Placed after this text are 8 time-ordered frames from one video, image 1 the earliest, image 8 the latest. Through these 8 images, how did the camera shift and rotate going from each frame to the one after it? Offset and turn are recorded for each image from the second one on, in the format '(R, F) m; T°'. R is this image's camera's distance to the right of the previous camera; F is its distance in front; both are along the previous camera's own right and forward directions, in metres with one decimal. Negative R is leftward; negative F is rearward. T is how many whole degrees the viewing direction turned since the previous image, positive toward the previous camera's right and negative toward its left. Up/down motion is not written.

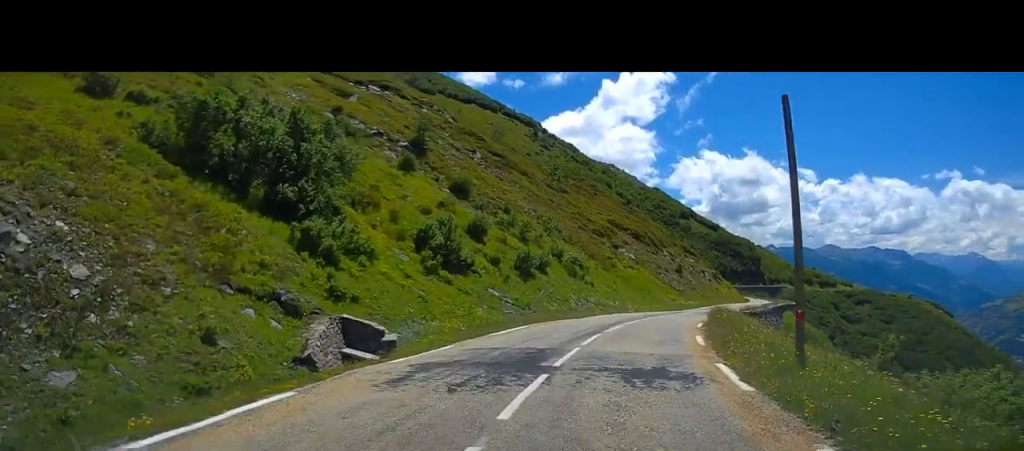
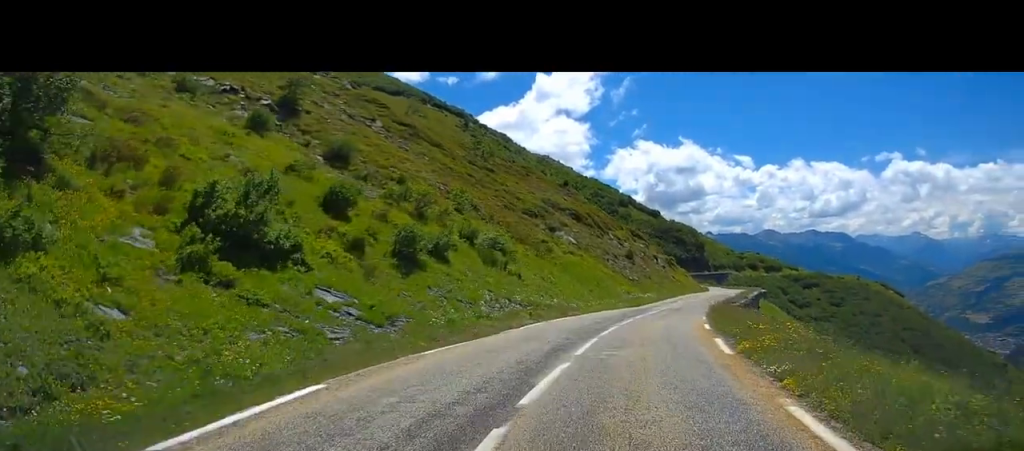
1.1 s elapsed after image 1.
(+0.7, +12.4) m; +6°
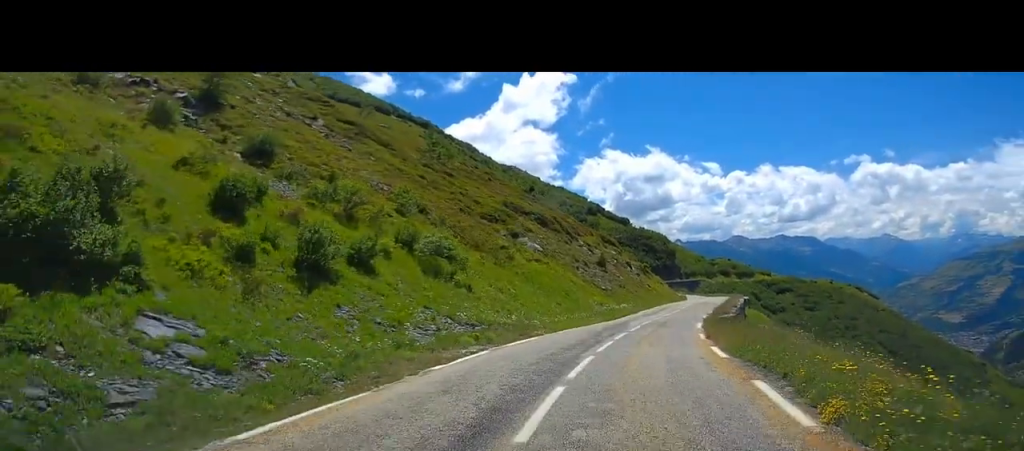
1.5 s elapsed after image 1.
(+0.1, +5.3) m; +2°
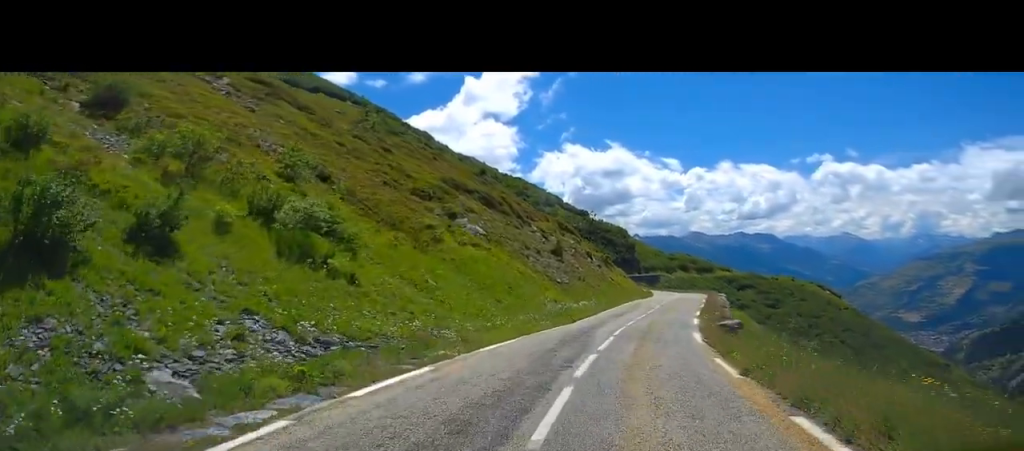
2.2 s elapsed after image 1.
(+0.1, +8.1) m; +1°
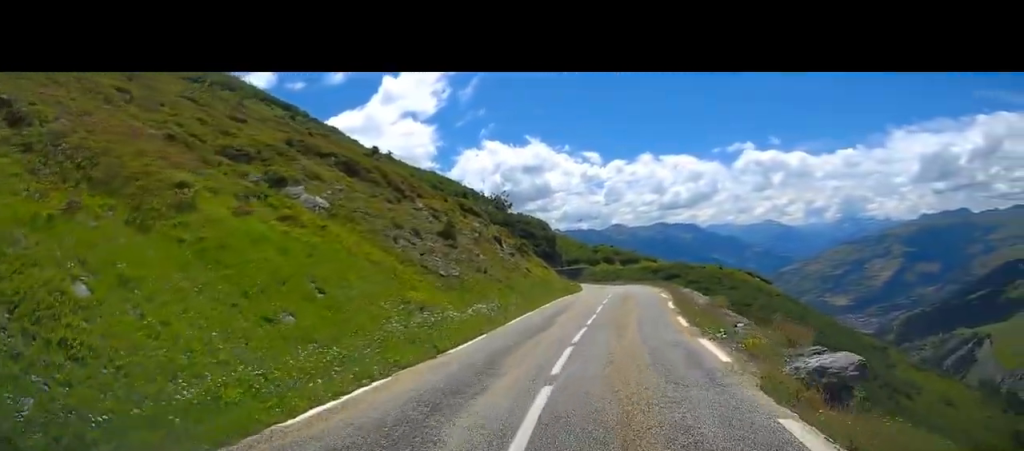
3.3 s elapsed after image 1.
(+0.1, +13.5) m; +5°
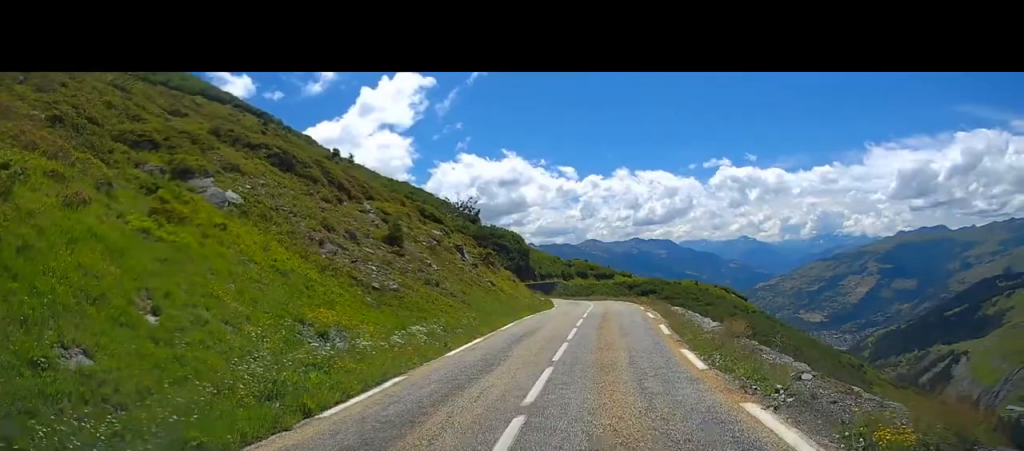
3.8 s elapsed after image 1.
(+0.3, +5.1) m; +7°
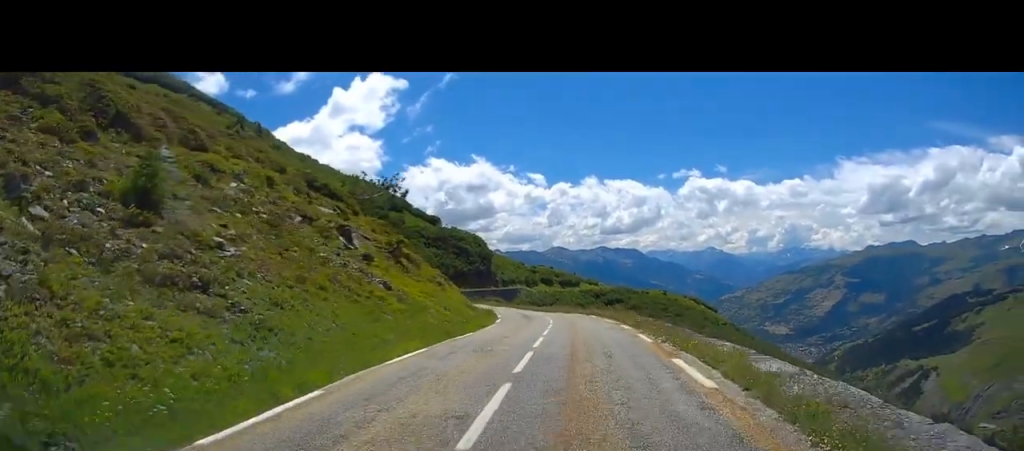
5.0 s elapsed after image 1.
(+2.7, +15.2) m; +11°
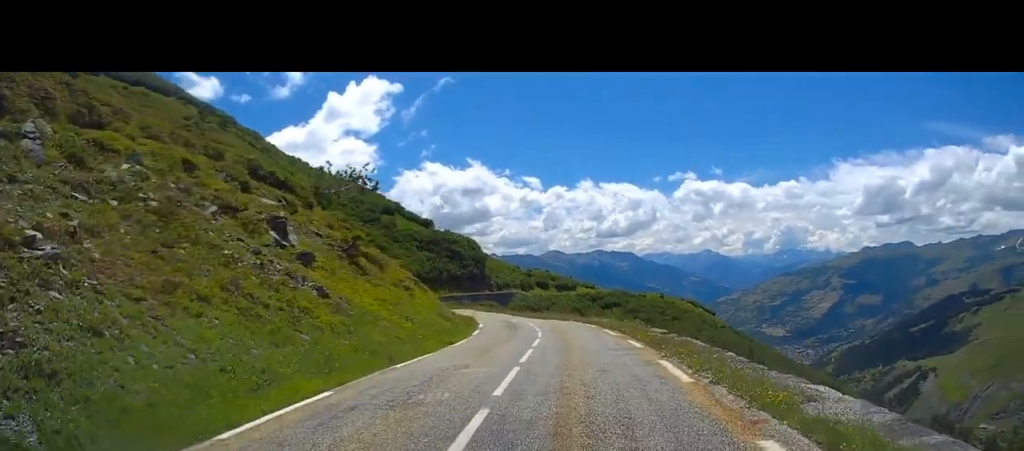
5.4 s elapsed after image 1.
(+0.6, +6.2) m; 0°
